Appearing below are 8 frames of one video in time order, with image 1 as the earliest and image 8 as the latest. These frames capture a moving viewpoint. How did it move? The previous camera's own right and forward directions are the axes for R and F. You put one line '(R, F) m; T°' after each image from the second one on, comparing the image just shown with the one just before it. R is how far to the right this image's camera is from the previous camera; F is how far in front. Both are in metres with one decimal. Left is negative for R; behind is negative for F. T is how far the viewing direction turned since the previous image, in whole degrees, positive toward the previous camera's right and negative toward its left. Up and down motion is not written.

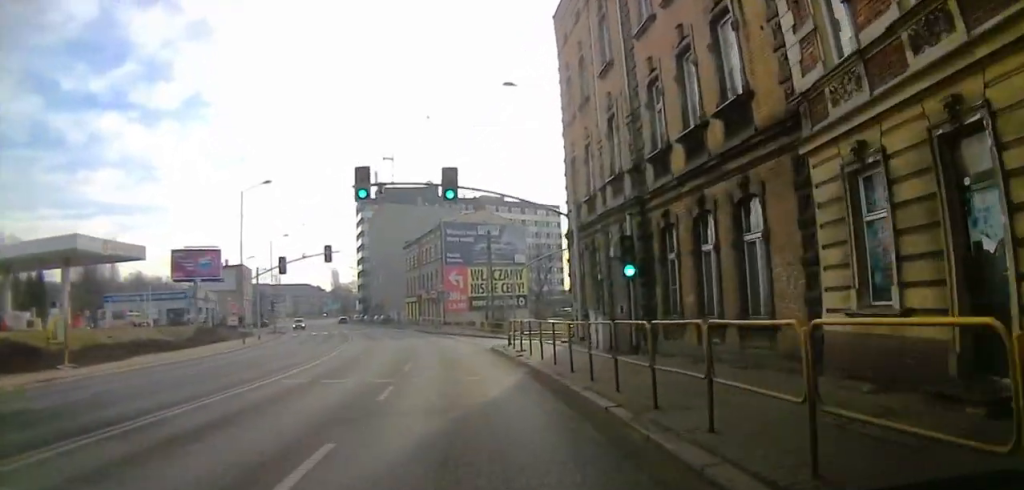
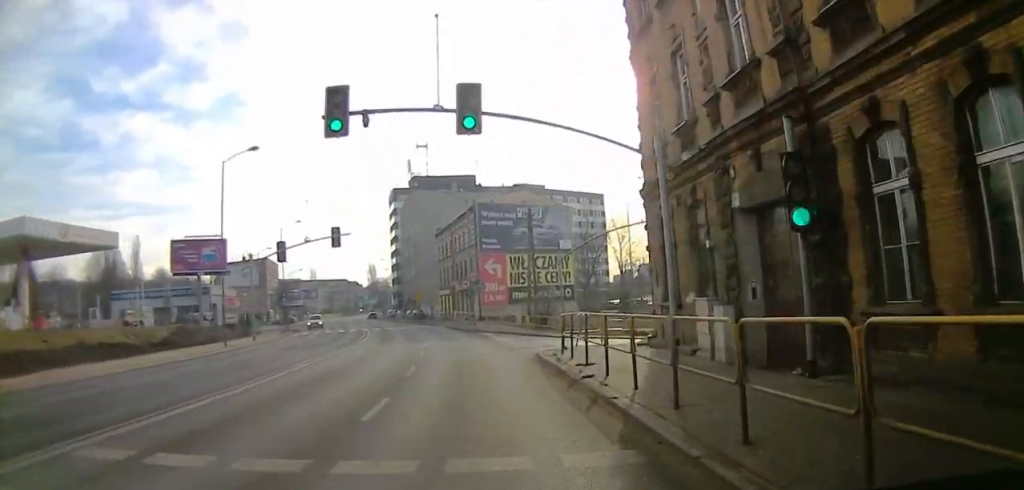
(+0.2, +9.1) m; +2°
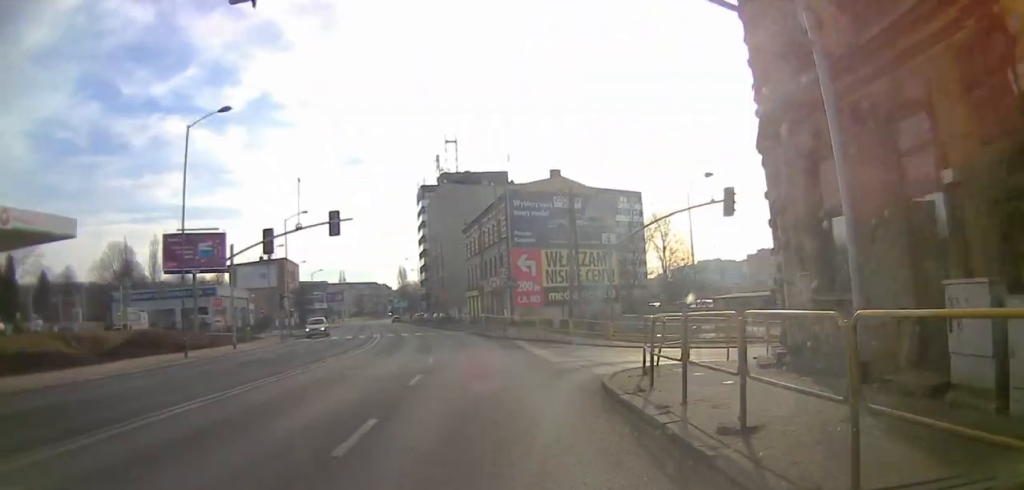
(+0.1, +8.1) m; +3°
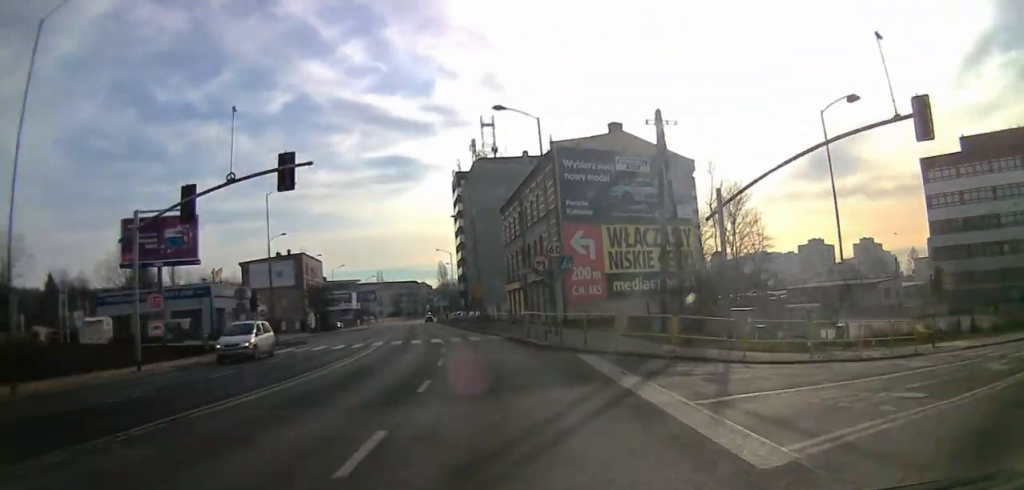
(+0.6, +14.2) m; -4°
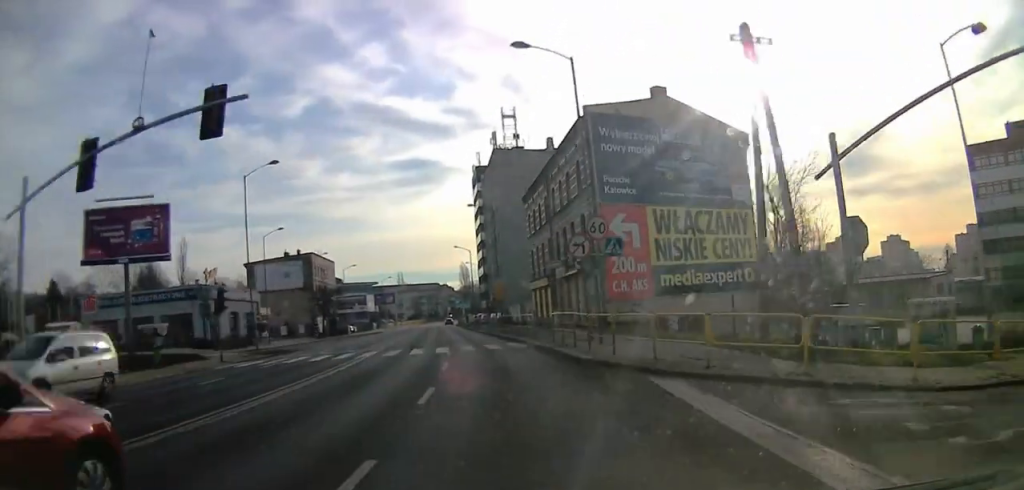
(-0.6, +8.1) m; -7°
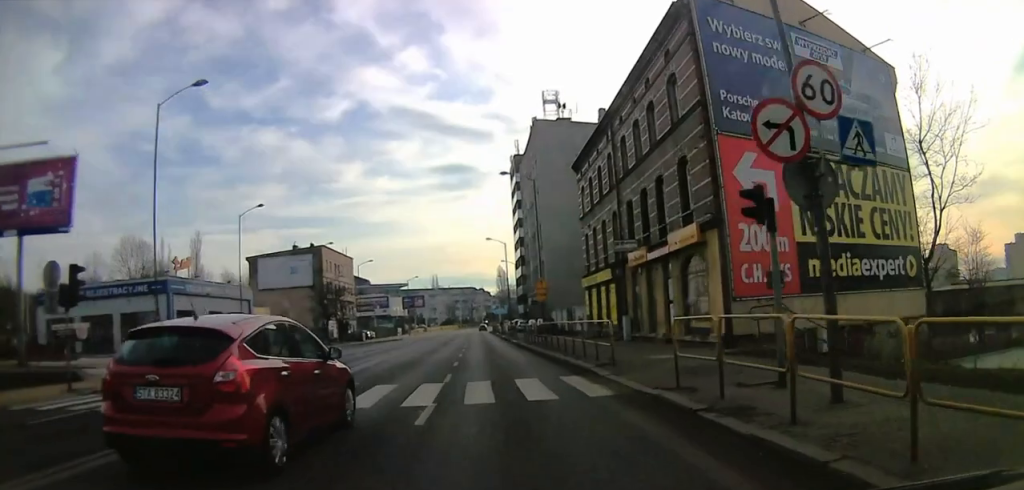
(-1.9, +15.2) m; -21°
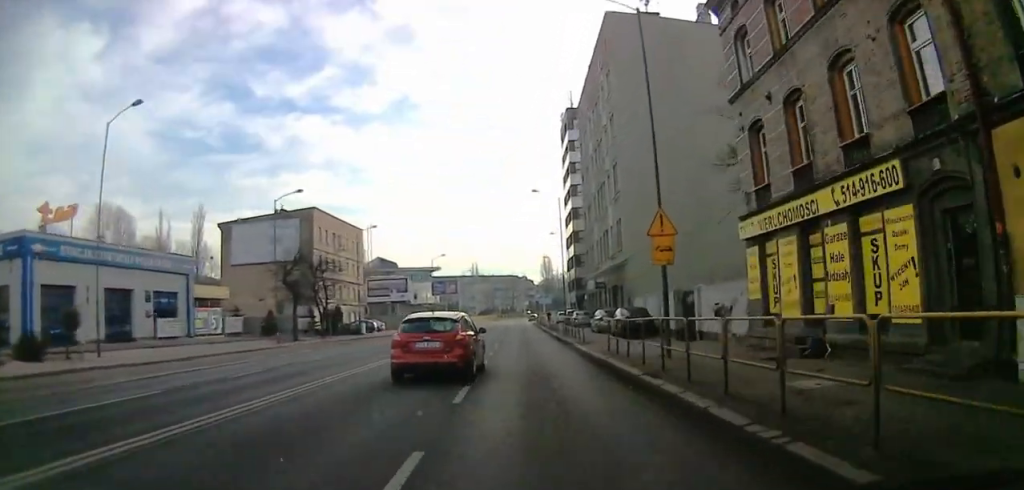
(-10.3, +20.8) m; -30°
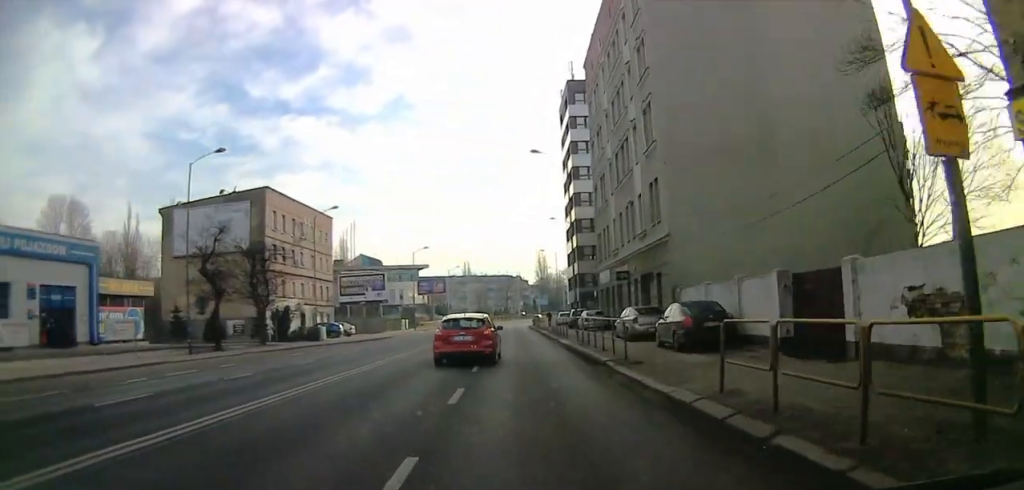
(+1.6, +12.3) m; +13°
